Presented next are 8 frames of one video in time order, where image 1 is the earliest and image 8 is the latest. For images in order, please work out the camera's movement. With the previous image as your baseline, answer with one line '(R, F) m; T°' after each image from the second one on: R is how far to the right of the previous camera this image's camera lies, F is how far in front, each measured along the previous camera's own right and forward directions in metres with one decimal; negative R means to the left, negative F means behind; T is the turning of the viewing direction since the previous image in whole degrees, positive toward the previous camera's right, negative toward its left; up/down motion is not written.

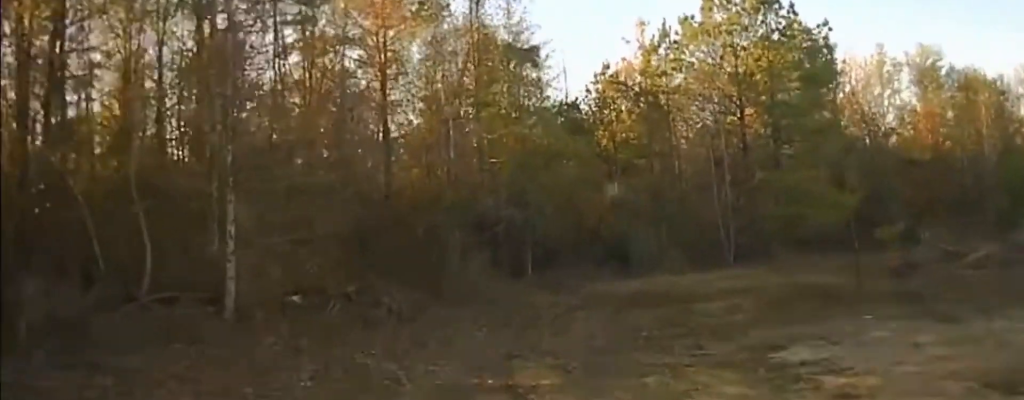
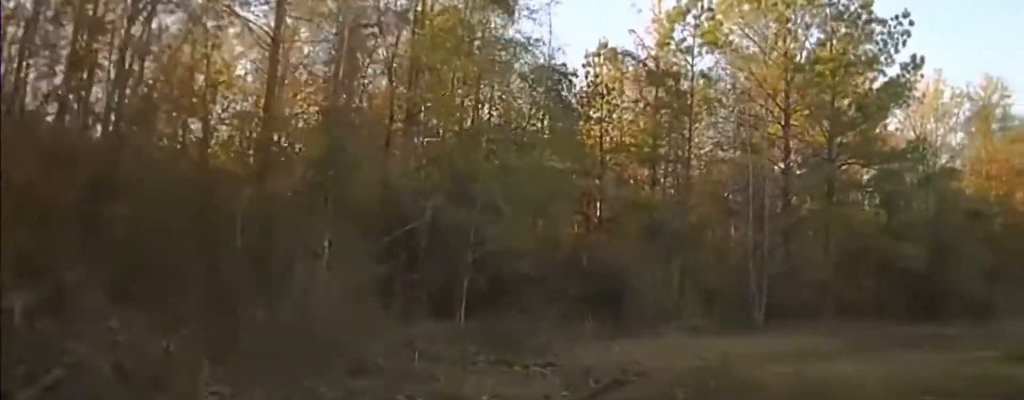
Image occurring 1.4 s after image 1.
(-0.1, +16.6) m; +3°
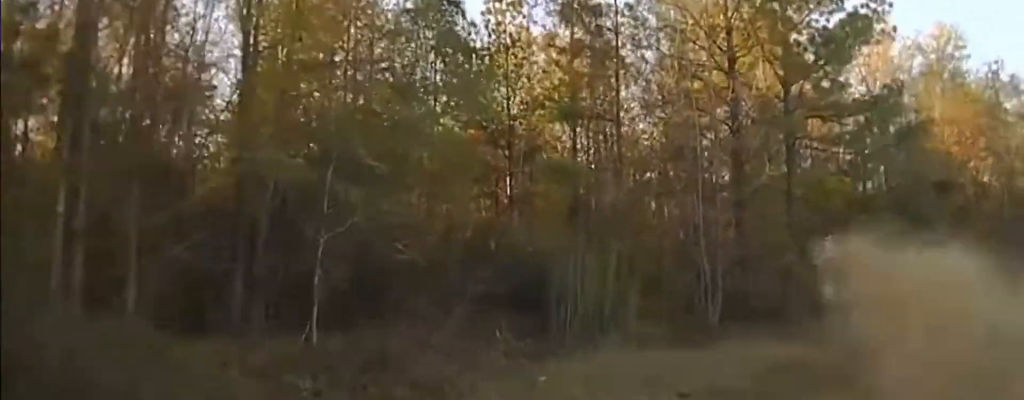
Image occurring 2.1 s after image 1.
(+0.2, +6.8) m; +7°
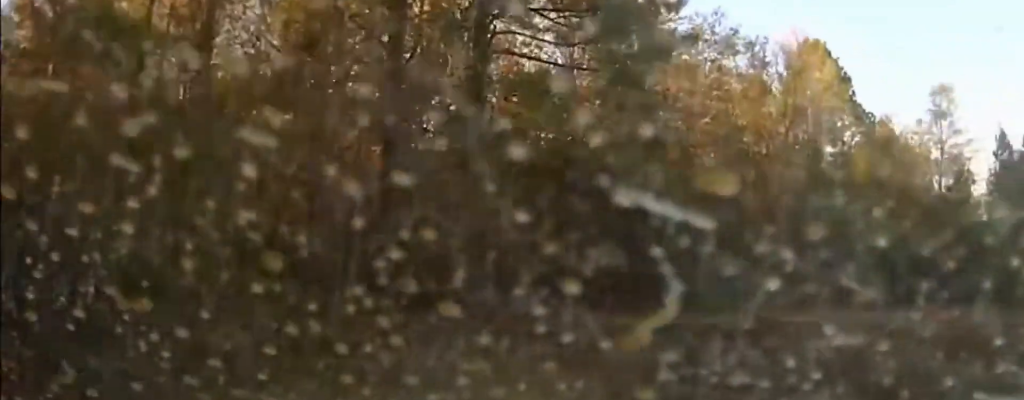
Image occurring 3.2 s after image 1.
(+1.4, +10.2) m; +23°
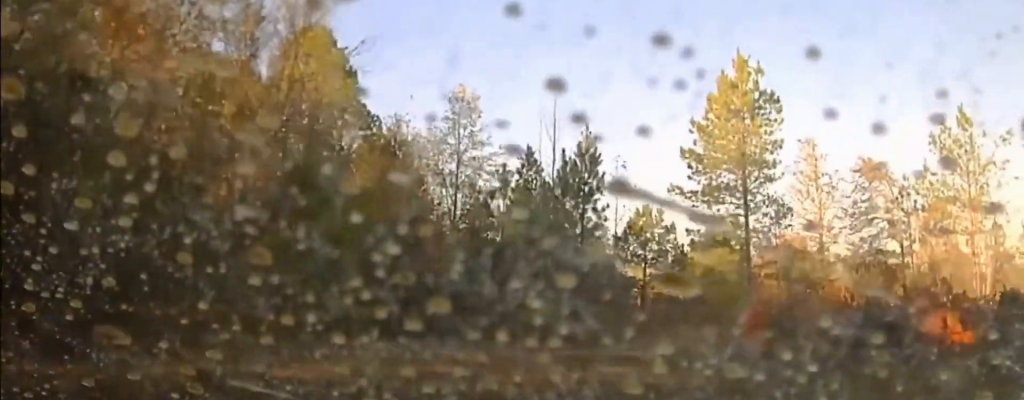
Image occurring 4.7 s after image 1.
(+2.9, +9.9) m; +26°
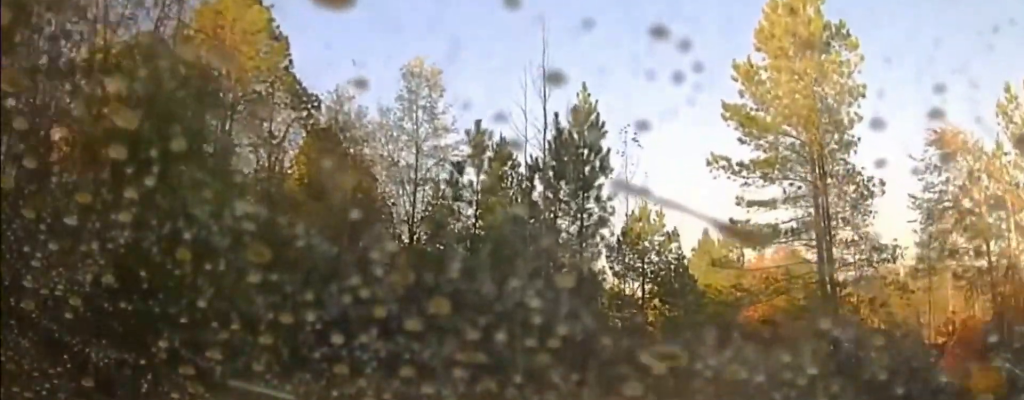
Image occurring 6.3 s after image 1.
(+1.3, +11.9) m; +13°
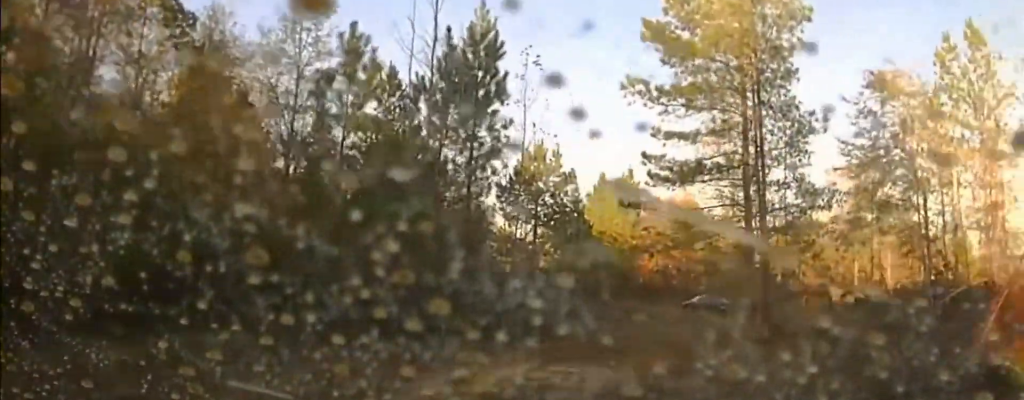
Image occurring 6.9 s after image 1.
(+0.2, +5.1) m; +4°
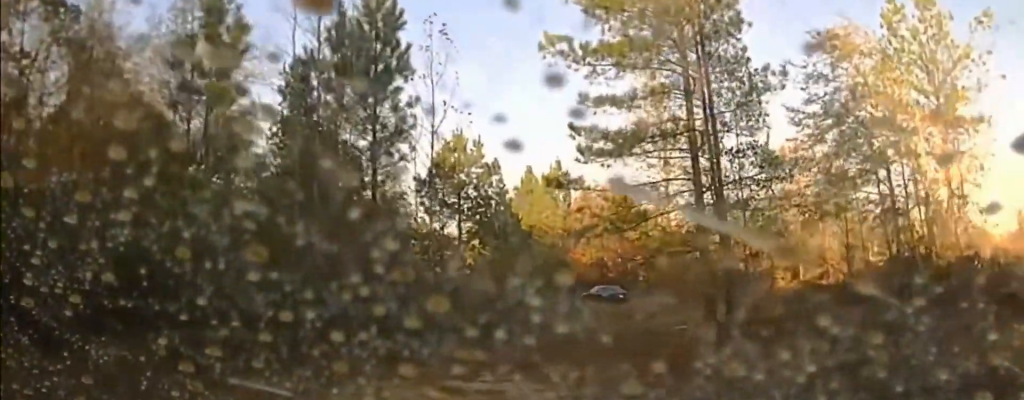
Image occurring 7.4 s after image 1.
(+0.2, +4.2) m; +2°
